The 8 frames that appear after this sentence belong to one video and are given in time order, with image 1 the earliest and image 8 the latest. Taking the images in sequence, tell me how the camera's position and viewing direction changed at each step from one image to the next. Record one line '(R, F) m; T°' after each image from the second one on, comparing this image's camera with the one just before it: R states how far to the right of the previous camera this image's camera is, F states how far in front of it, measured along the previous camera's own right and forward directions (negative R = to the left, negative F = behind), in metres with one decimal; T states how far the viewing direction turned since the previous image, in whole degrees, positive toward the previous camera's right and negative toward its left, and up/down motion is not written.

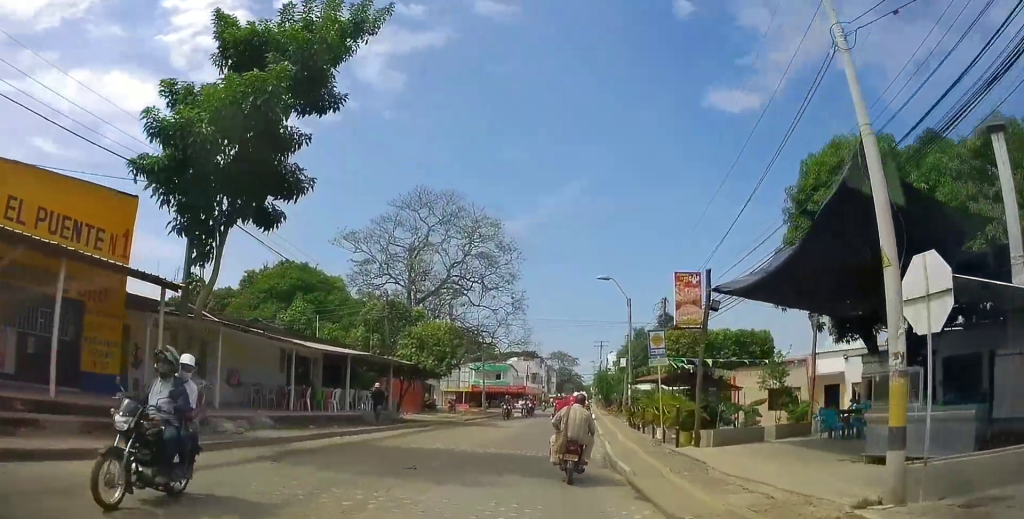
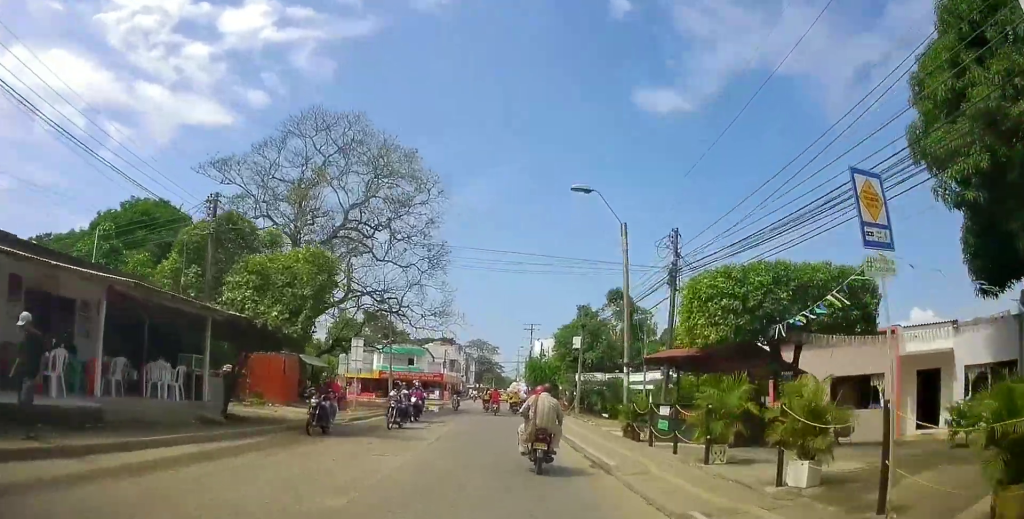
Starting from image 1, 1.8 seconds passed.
(+2.1, +12.6) m; +17°
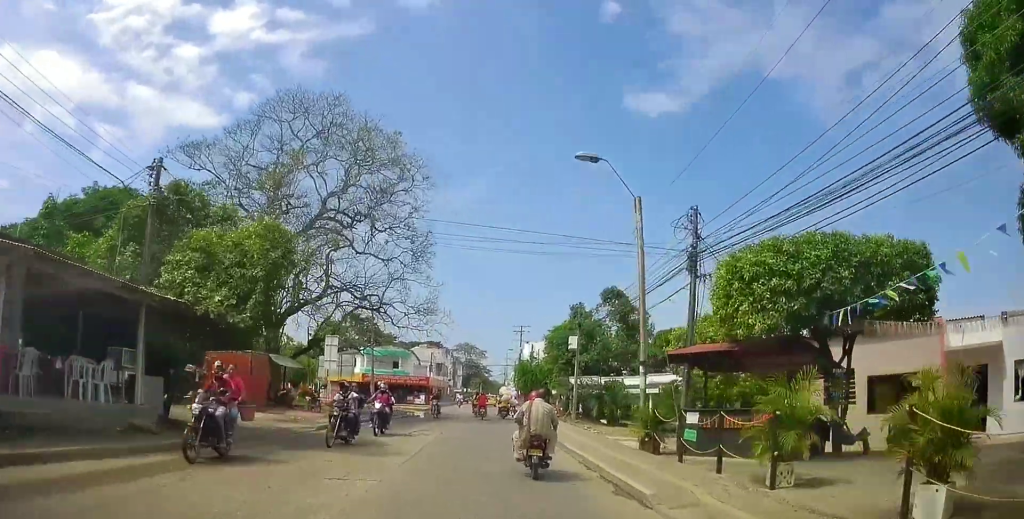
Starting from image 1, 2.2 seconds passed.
(+0.1, +3.0) m; 0°
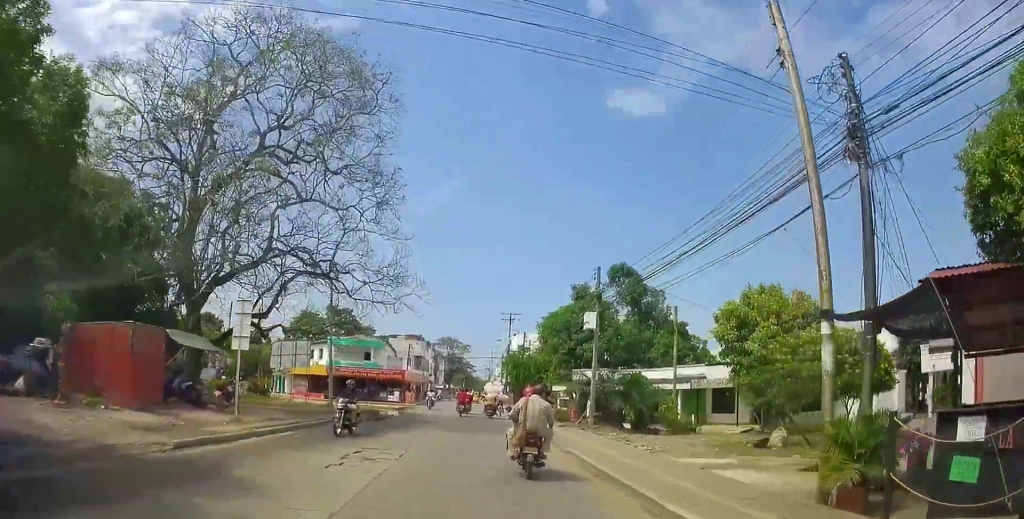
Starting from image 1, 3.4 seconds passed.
(-0.1, +8.6) m; -2°
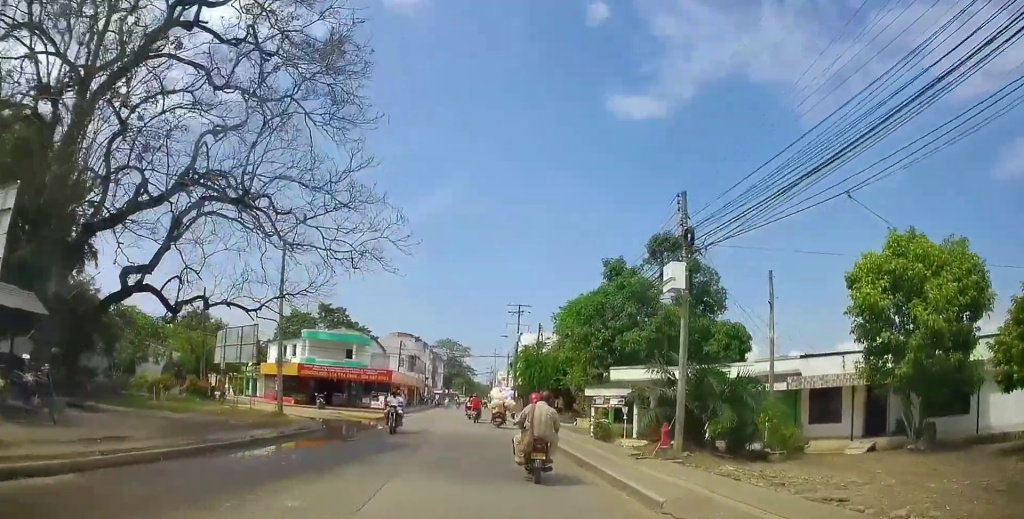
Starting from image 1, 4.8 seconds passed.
(0.0, +9.7) m; 0°
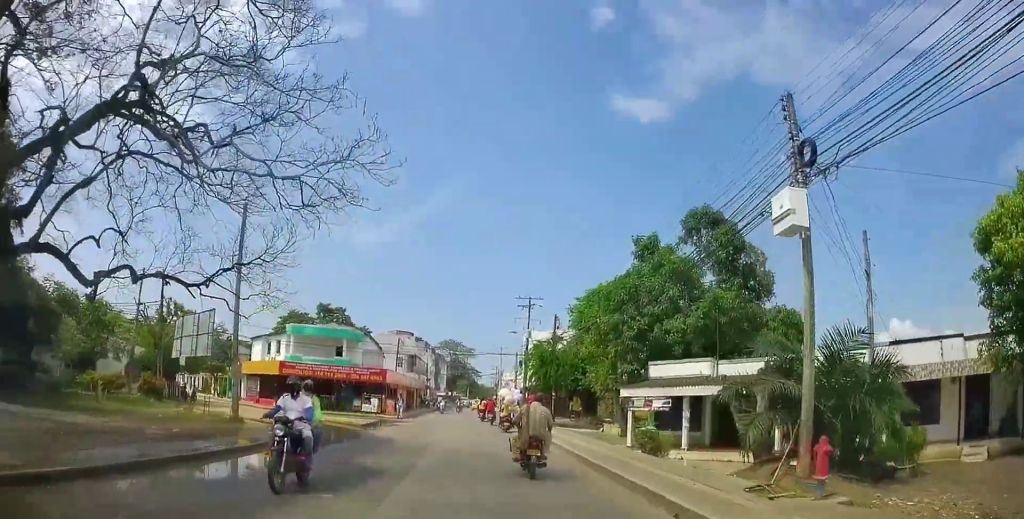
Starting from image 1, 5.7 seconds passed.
(+0.1, +5.2) m; -1°
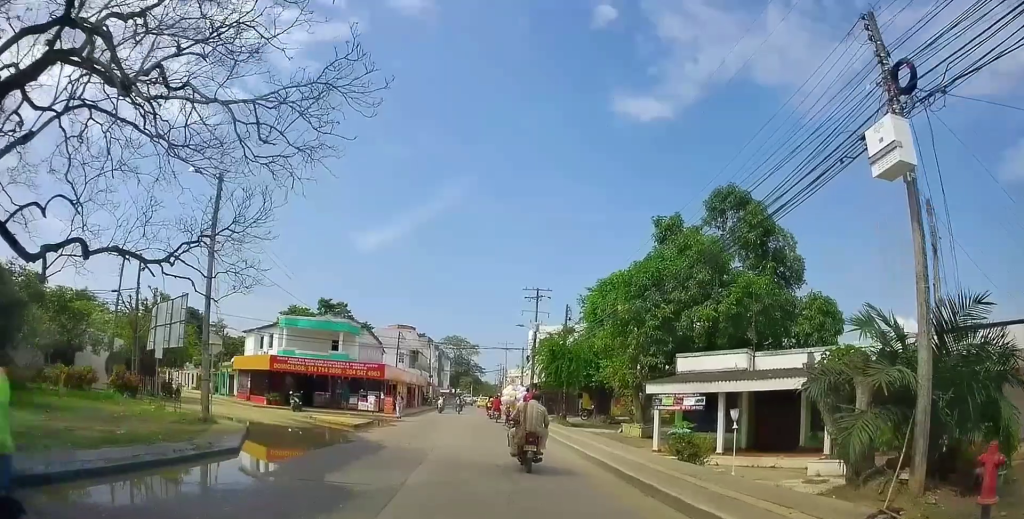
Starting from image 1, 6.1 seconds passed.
(-0.1, +2.3) m; -5°
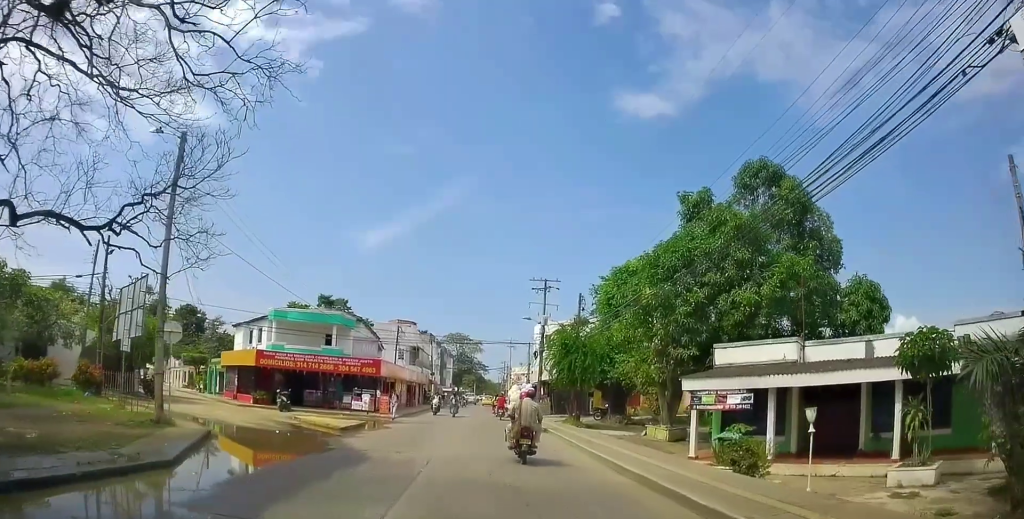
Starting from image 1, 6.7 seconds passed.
(0.0, +2.8) m; -7°
